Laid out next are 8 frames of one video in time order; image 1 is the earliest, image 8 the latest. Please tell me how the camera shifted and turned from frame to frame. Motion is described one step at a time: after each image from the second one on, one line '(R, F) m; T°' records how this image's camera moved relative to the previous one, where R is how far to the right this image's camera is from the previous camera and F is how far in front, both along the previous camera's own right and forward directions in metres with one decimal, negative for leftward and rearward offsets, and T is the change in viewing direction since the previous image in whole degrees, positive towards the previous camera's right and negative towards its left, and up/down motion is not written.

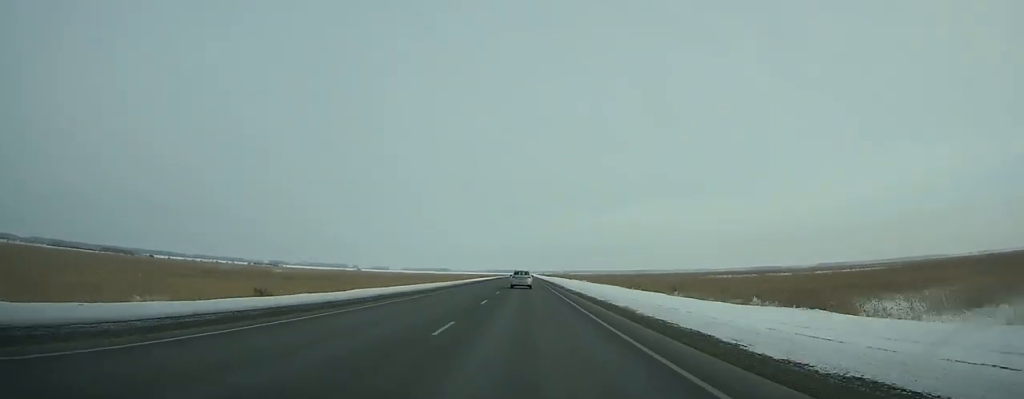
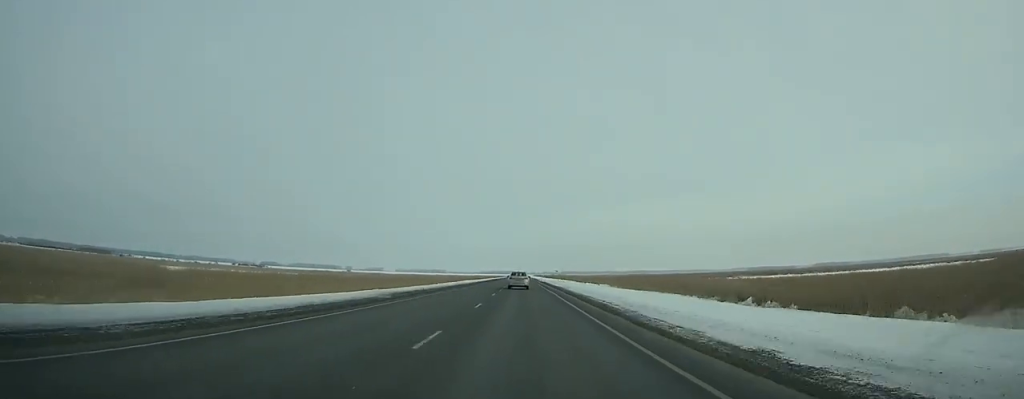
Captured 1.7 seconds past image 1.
(0.0, +50.5) m; 0°
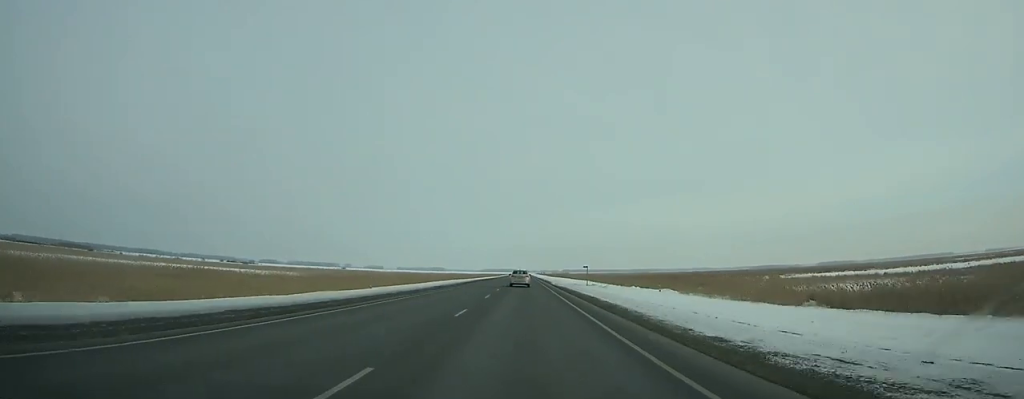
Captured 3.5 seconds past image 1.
(0.0, +53.8) m; 0°
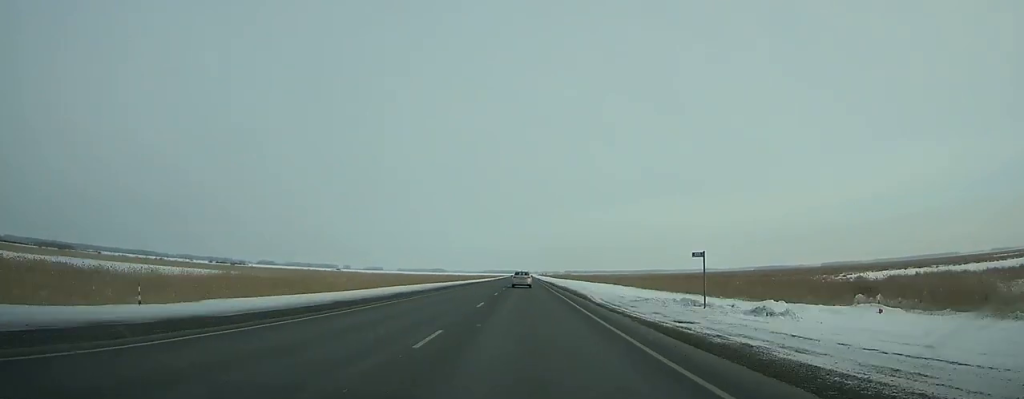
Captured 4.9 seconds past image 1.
(-0.1, +42.2) m; 0°
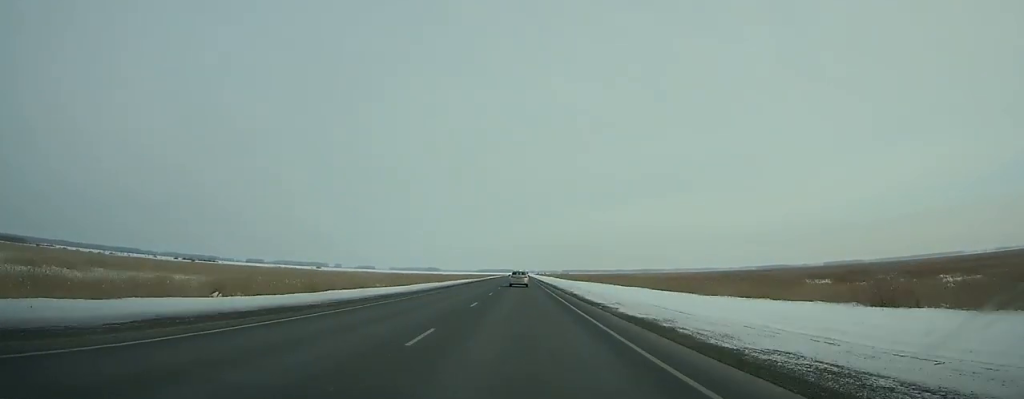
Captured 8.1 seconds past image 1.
(0.0, +97.7) m; 0°
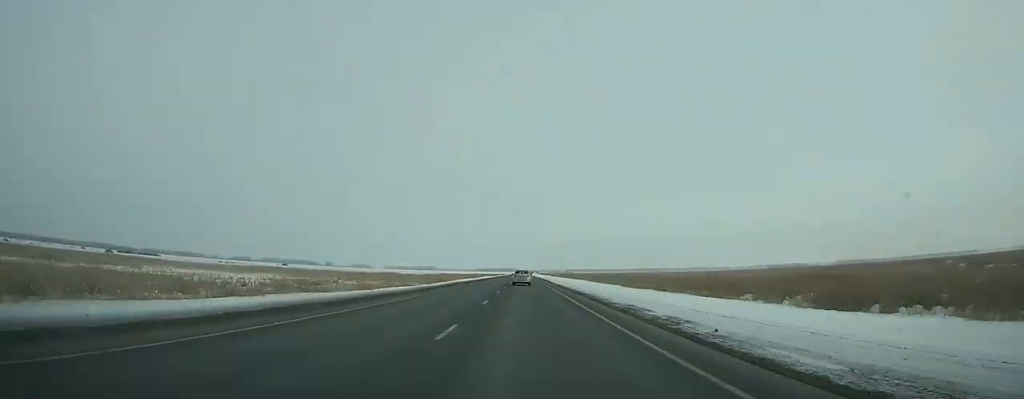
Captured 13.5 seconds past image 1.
(+0.1, +167.7) m; 0°
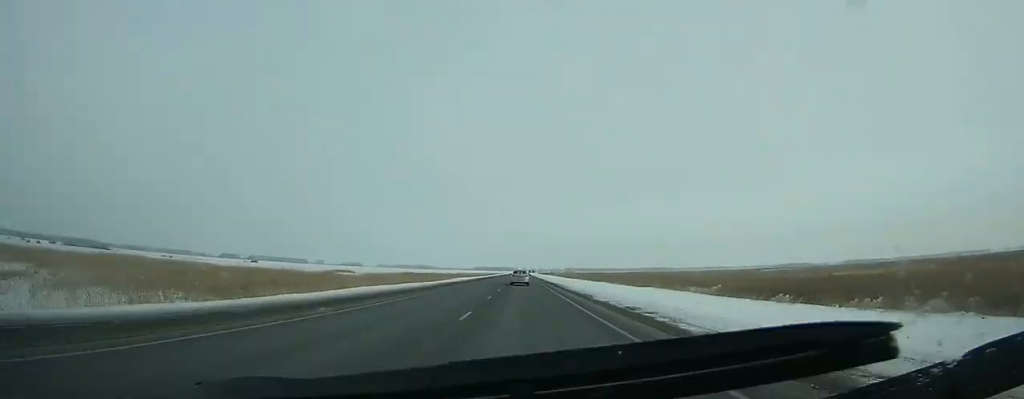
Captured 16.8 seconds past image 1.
(+0.1, +103.0) m; 0°
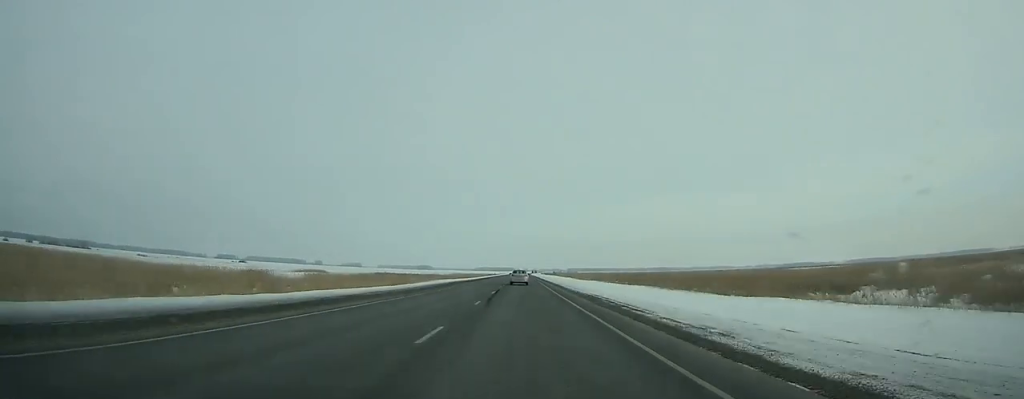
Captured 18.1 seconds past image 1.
(0.0, +40.5) m; 0°
